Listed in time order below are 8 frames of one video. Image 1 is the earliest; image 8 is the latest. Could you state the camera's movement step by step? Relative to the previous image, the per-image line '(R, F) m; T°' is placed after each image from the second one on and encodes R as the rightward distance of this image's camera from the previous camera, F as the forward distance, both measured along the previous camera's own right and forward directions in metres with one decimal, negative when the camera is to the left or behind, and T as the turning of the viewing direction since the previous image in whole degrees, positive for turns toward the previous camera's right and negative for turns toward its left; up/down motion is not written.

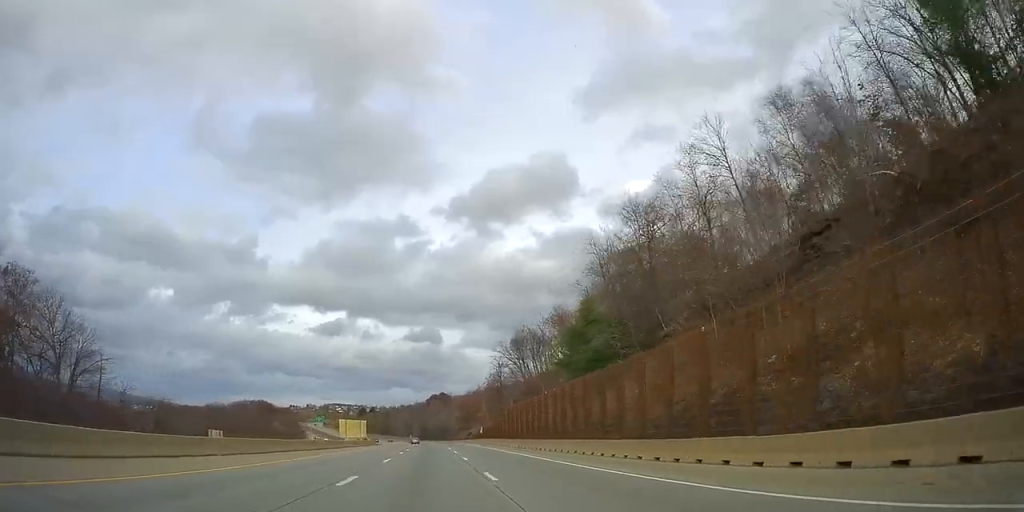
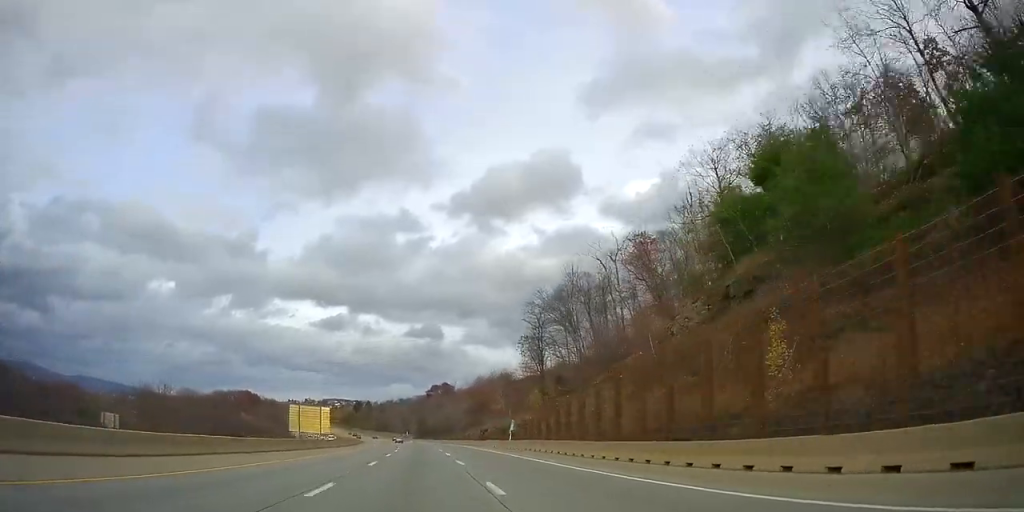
(0.0, +40.1) m; 0°
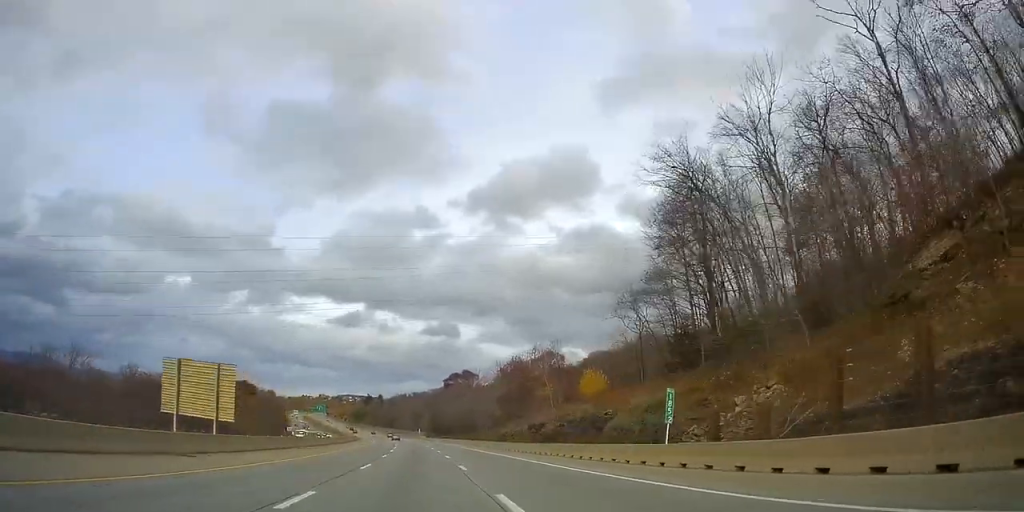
(+0.1, +39.7) m; 0°
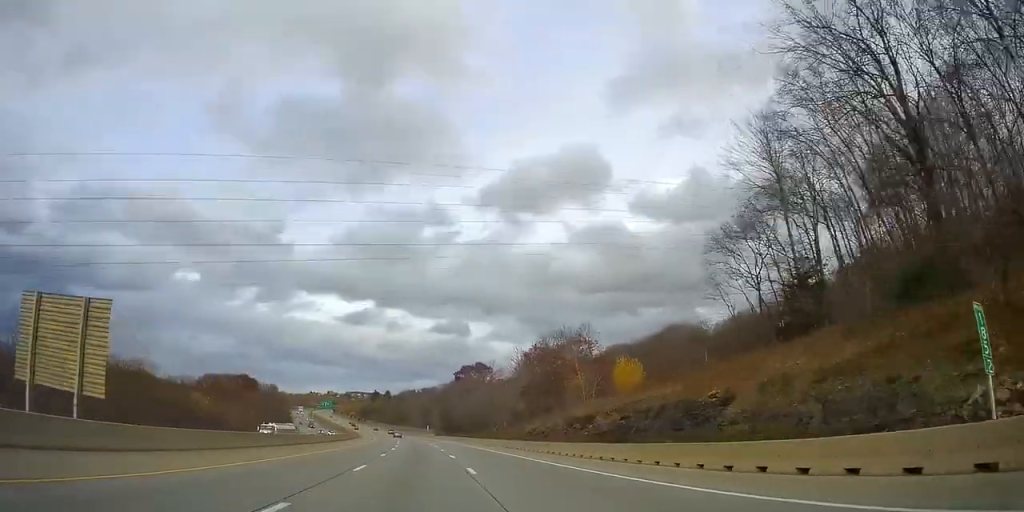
(-0.1, +15.4) m; 0°
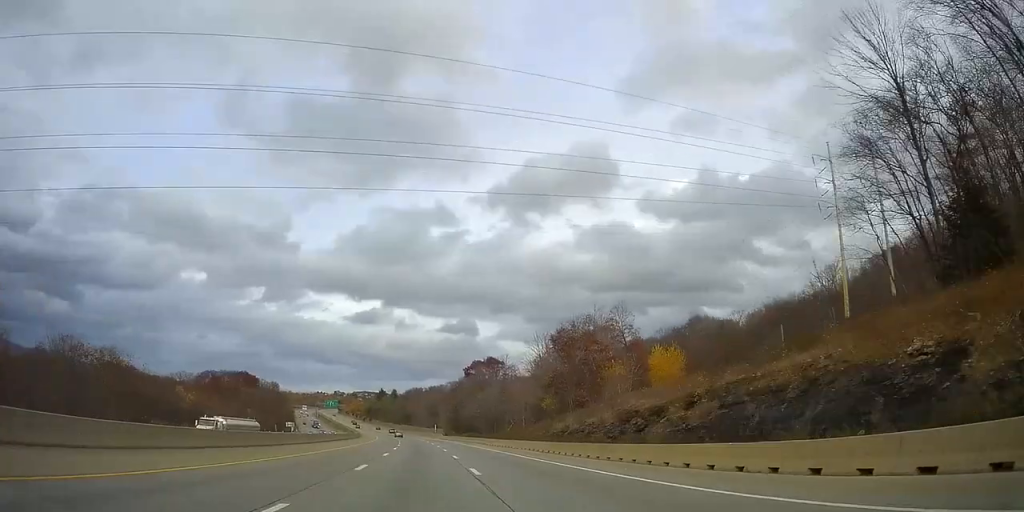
(0.0, +12.9) m; 0°
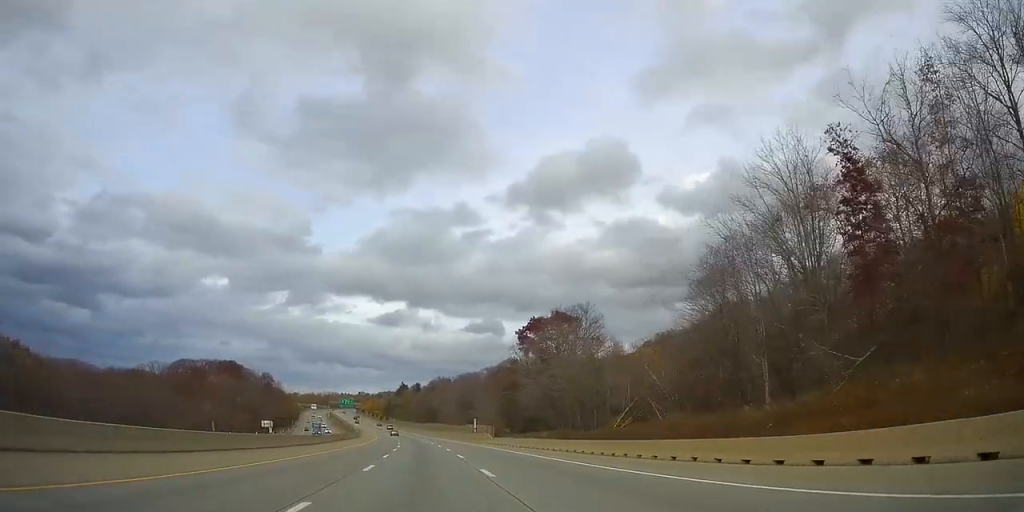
(-1.9, +62.6) m; -4°
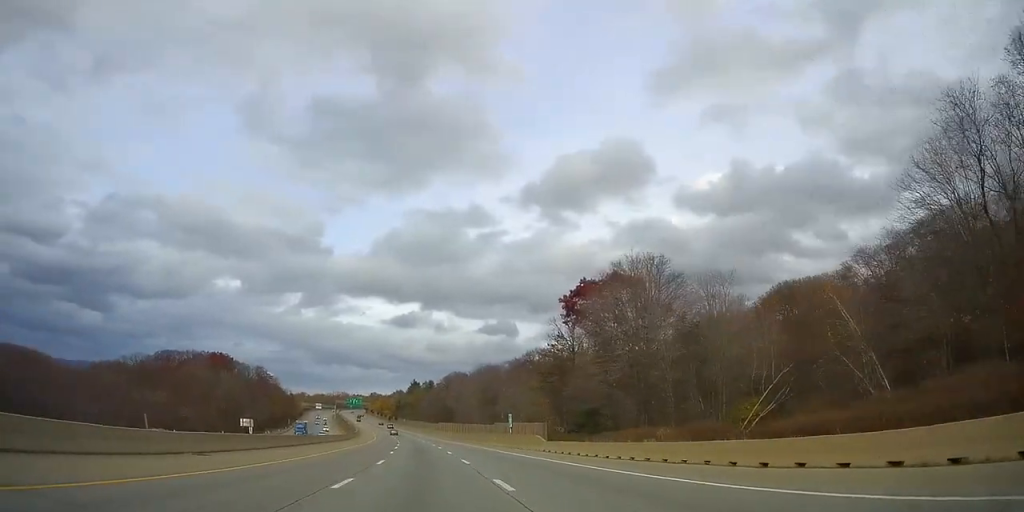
(-0.2, +28.4) m; -1°
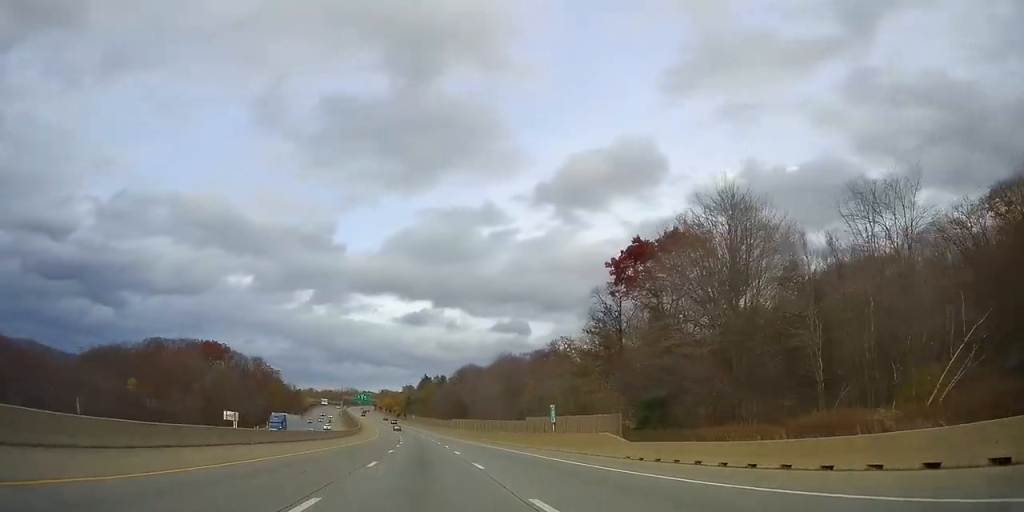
(+0.1, +17.4) m; 0°
